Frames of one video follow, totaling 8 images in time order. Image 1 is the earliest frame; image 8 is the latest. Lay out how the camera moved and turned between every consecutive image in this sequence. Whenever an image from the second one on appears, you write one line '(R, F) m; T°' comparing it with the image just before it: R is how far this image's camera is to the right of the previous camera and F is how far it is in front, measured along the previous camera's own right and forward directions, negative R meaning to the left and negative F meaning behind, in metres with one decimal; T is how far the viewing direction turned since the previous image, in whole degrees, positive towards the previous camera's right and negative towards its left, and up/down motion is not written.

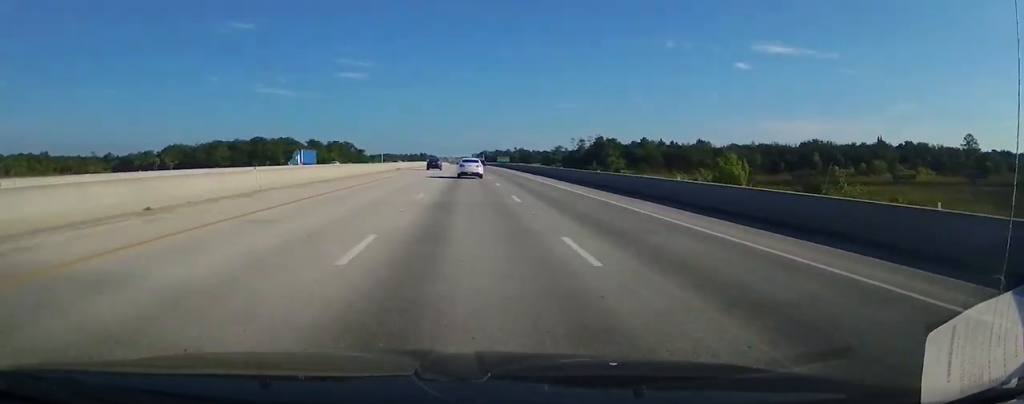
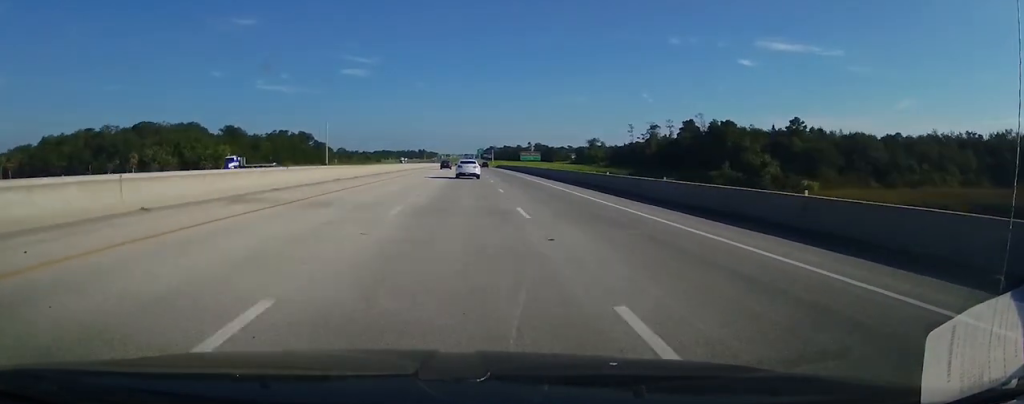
(-0.3, +127.4) m; 0°
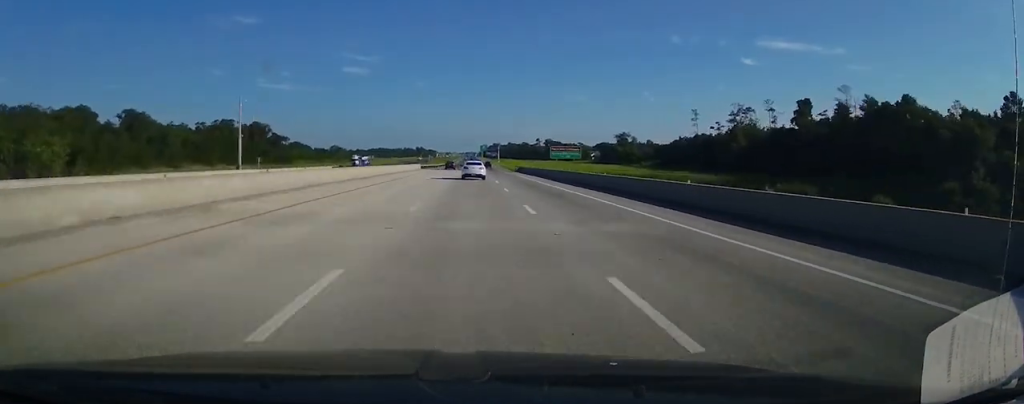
(+0.1, +70.9) m; 0°
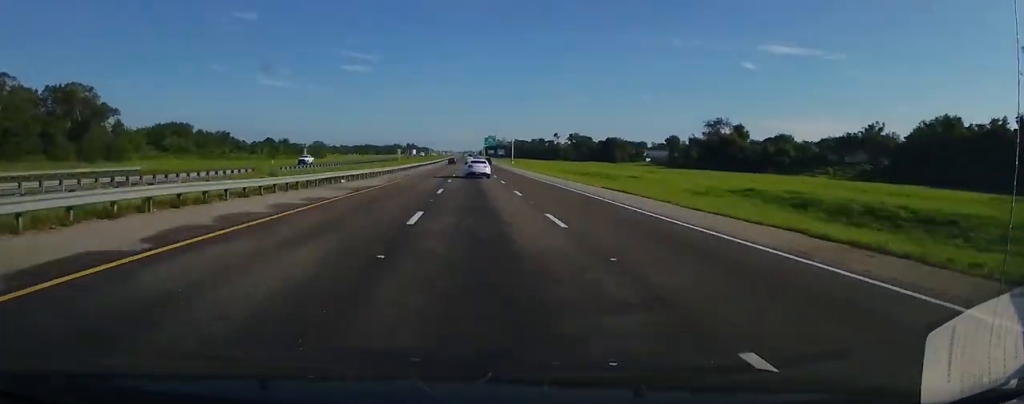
(-0.4, +122.9) m; 0°
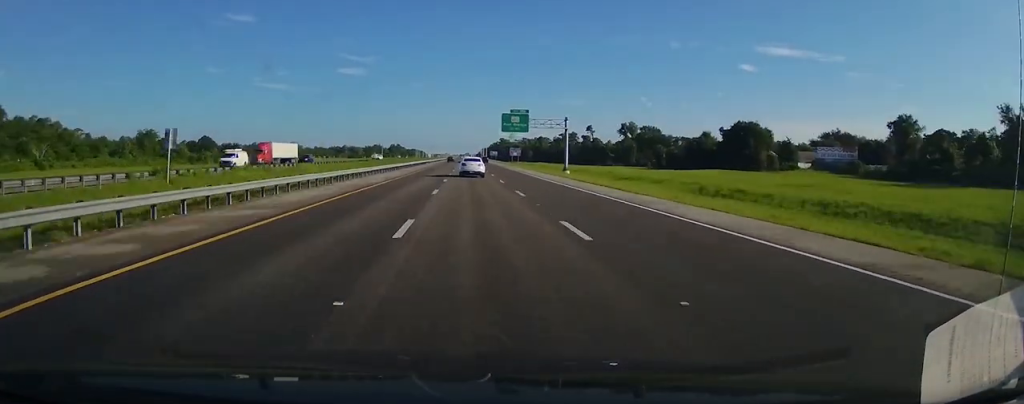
(+0.1, +131.1) m; 0°
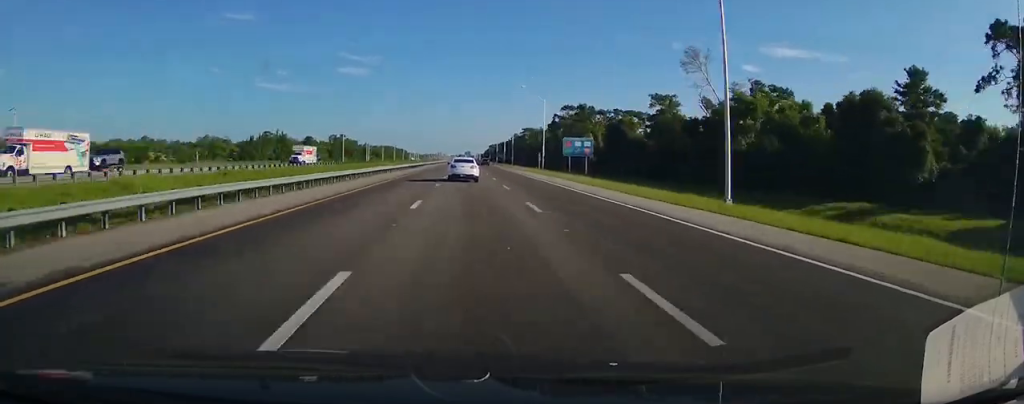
(+0.8, +293.4) m; 0°
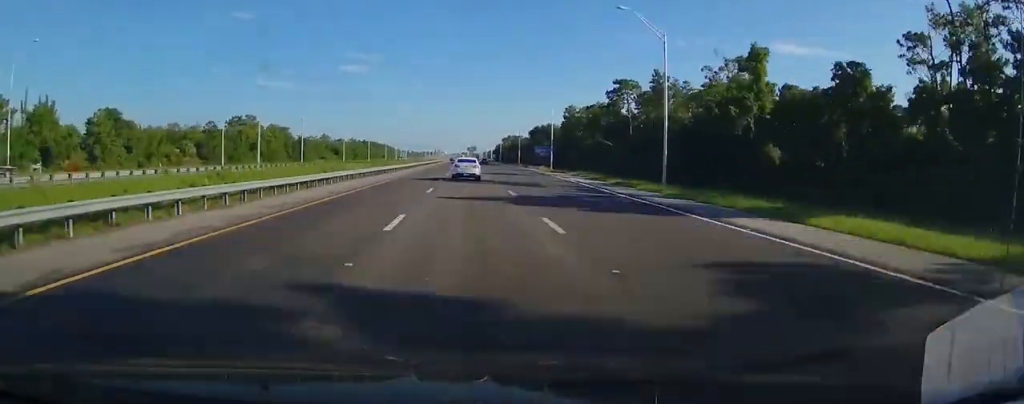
(-0.2, +145.9) m; 0°
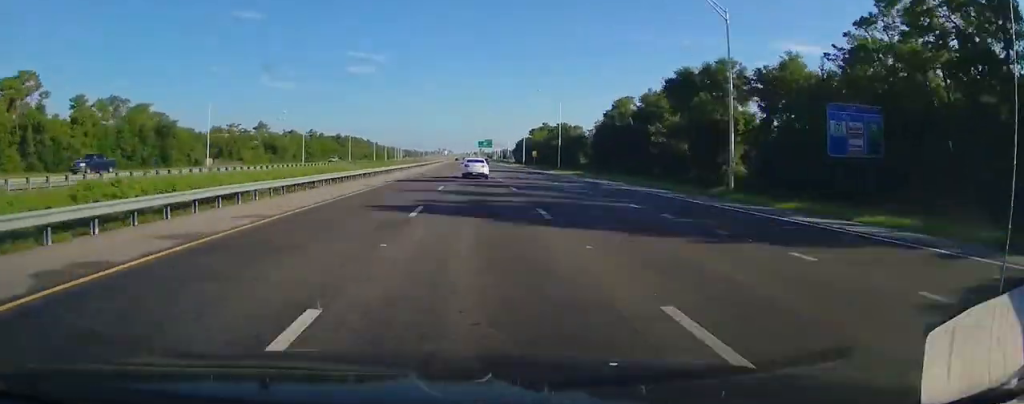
(-0.1, +91.5) m; 0°
